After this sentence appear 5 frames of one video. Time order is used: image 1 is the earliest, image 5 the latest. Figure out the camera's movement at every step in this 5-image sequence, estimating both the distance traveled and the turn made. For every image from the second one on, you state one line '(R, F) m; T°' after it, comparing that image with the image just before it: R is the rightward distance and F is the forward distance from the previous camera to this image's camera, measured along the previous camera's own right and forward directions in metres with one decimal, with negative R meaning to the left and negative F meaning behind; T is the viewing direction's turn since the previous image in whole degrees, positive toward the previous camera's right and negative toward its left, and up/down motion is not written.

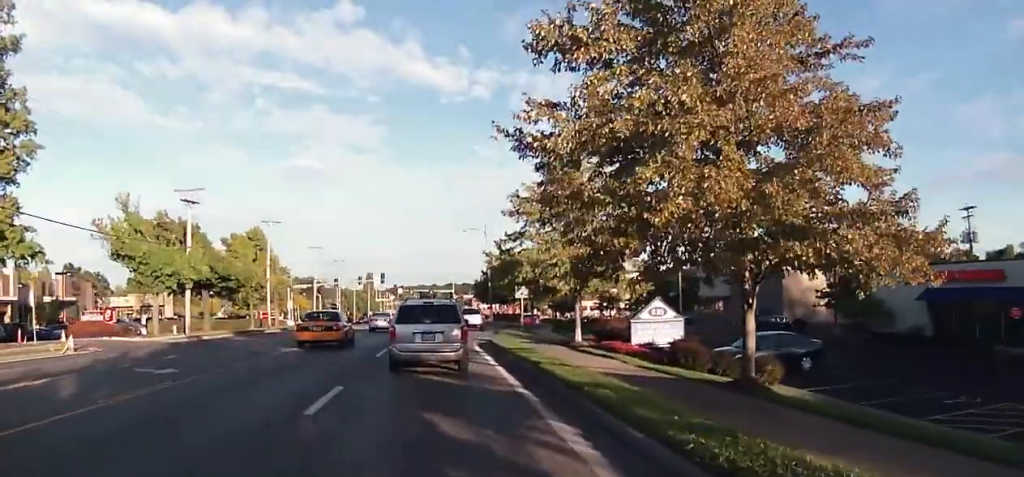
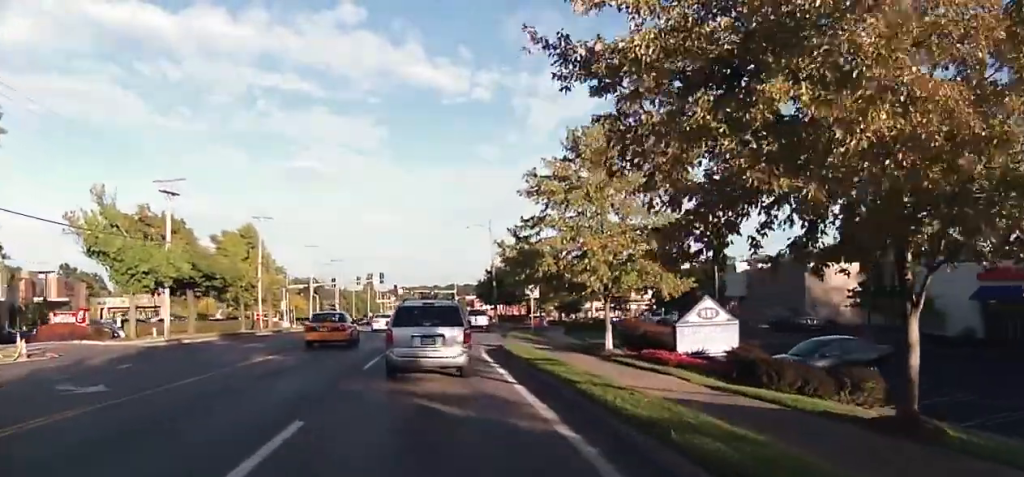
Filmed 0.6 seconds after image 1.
(0.0, +4.6) m; 0°
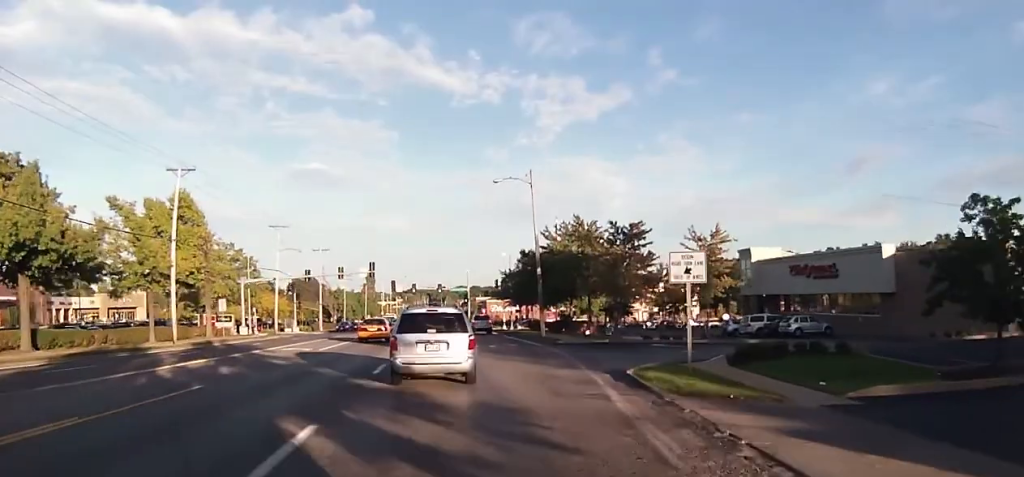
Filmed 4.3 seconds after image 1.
(-1.0, +23.8) m; -2°
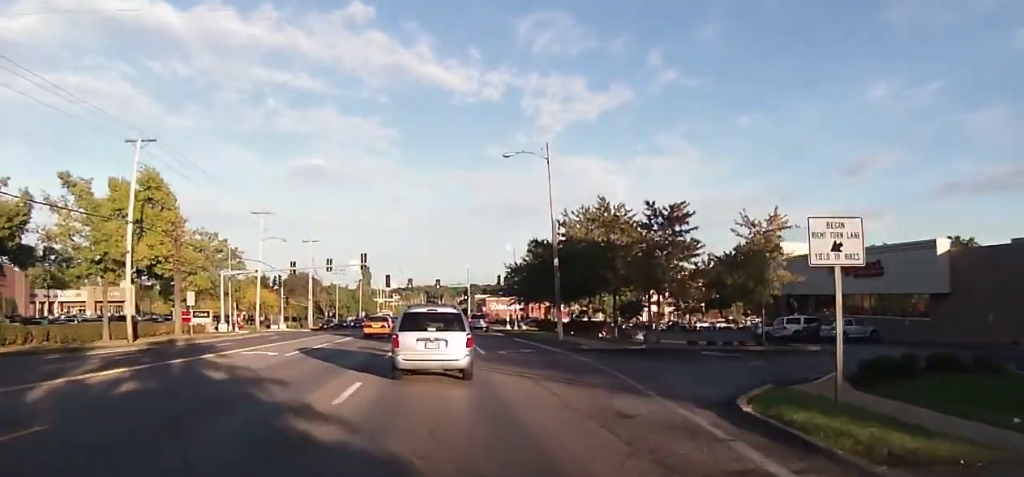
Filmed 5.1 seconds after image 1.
(0.0, +6.1) m; -1°
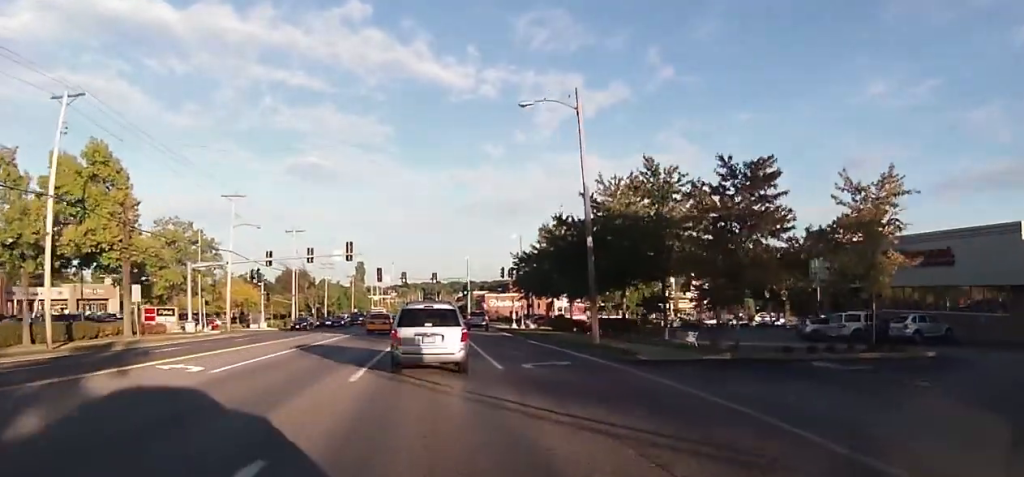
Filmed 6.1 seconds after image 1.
(-0.1, +7.6) m; -1°
